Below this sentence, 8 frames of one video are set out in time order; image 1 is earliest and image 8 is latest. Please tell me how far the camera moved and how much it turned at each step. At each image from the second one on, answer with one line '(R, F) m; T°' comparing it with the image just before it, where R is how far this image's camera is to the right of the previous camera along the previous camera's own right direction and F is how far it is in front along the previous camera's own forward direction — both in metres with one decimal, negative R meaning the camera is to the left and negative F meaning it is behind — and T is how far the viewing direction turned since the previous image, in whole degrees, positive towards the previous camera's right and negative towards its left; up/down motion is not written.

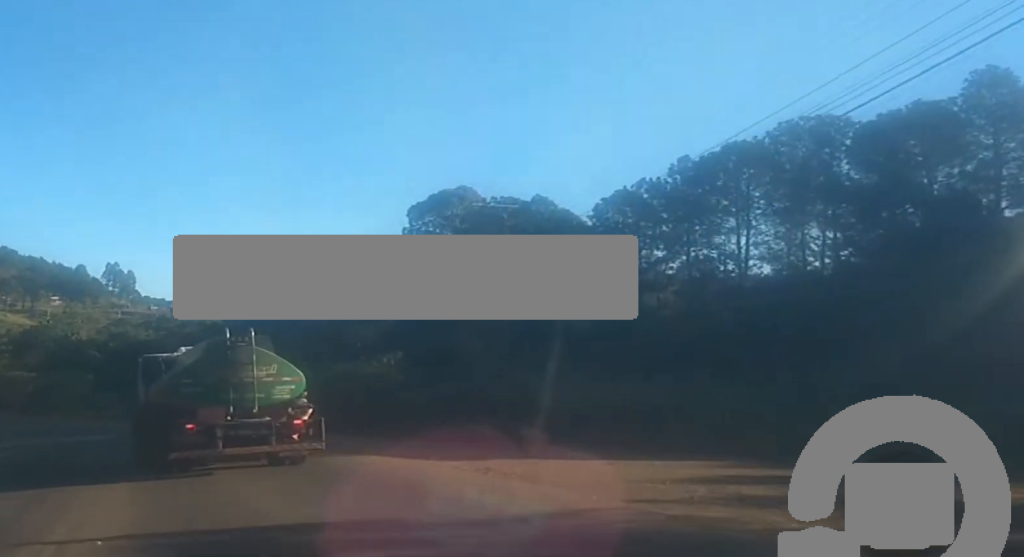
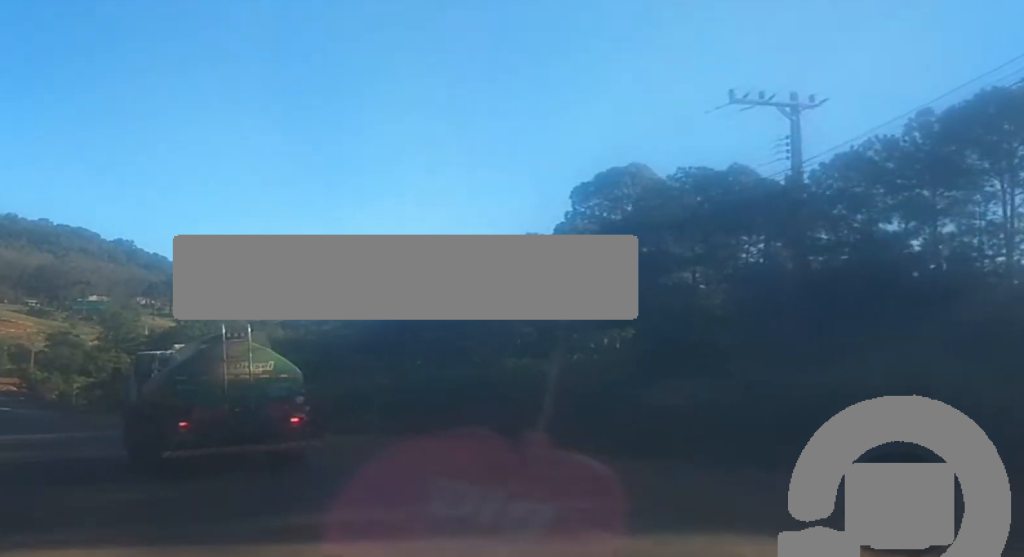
(-1.0, +13.2) m; -6°
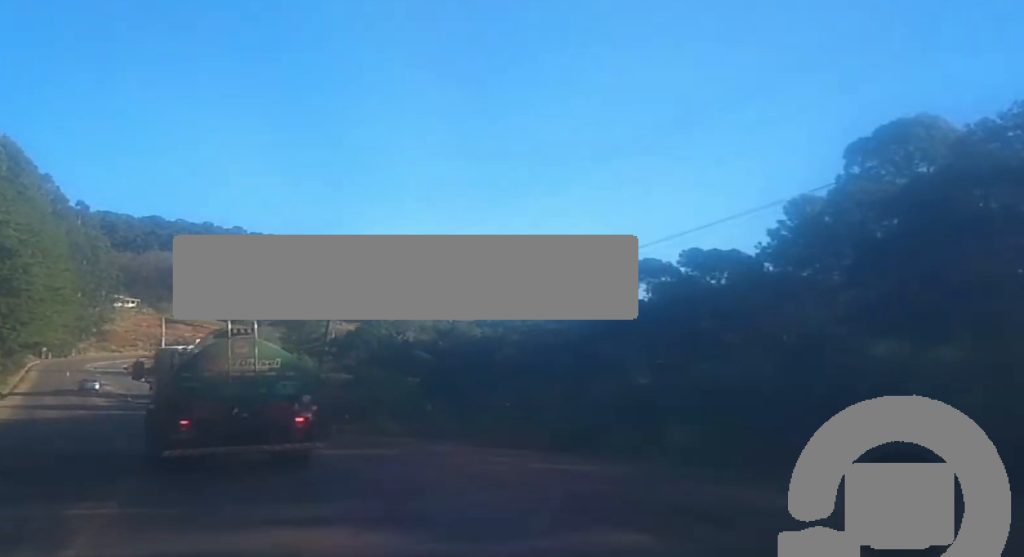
(-1.1, +17.3) m; -7°
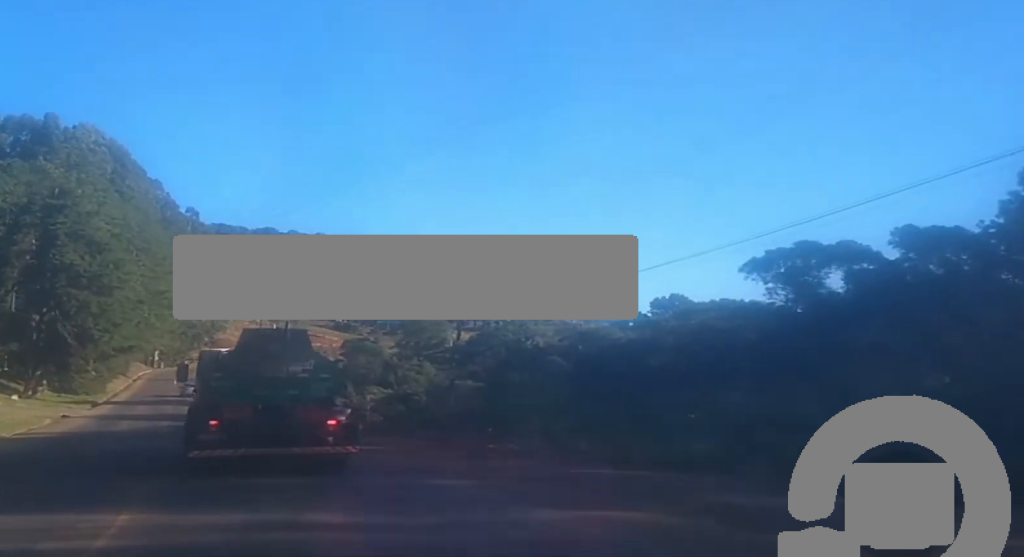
(-0.6, +12.3) m; -4°
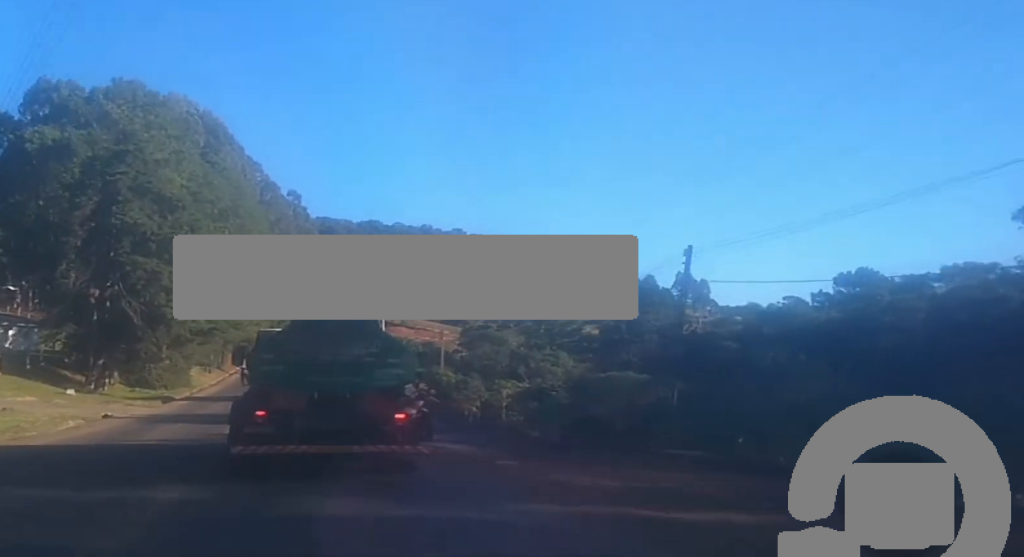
(-0.8, +17.7) m; -5°
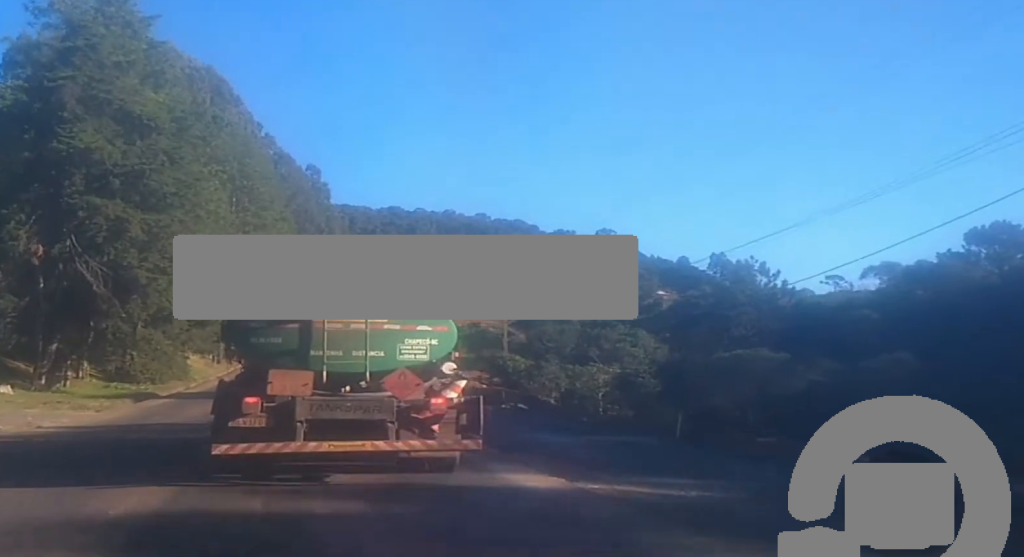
(-0.8, +19.2) m; -3°
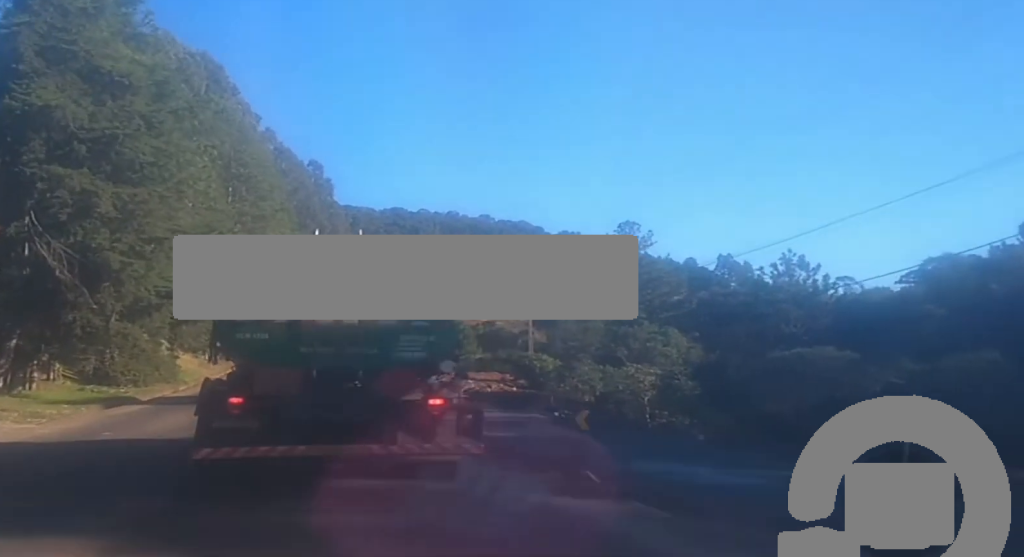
(-0.1, +7.8) m; +1°
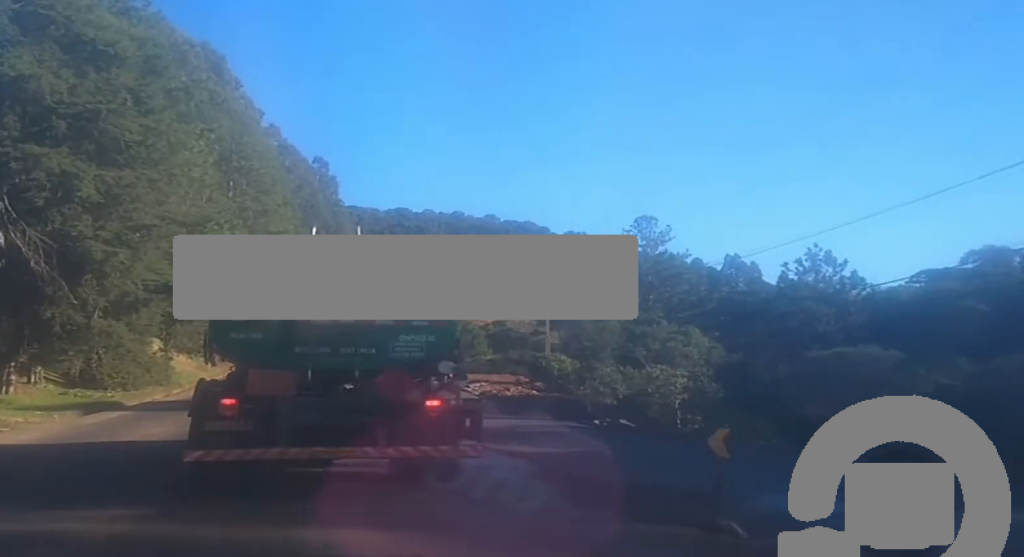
(+0.1, +4.1) m; +1°
